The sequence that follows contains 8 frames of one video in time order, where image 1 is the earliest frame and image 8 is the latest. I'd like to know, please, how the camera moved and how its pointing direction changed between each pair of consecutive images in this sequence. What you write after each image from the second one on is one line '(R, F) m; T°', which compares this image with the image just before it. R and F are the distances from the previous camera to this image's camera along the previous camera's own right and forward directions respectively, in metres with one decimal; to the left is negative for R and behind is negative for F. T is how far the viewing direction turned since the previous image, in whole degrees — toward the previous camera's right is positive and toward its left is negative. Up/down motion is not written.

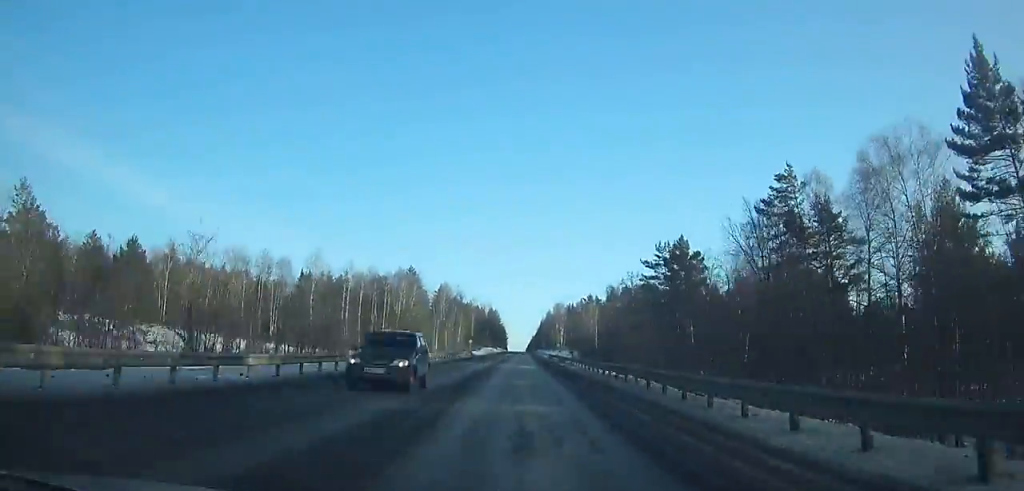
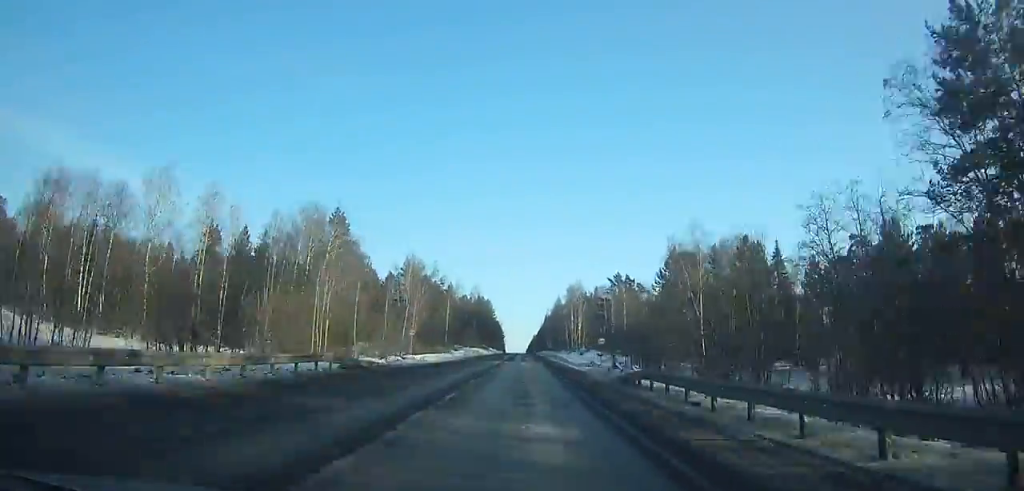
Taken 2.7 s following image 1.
(+0.1, +61.6) m; 0°
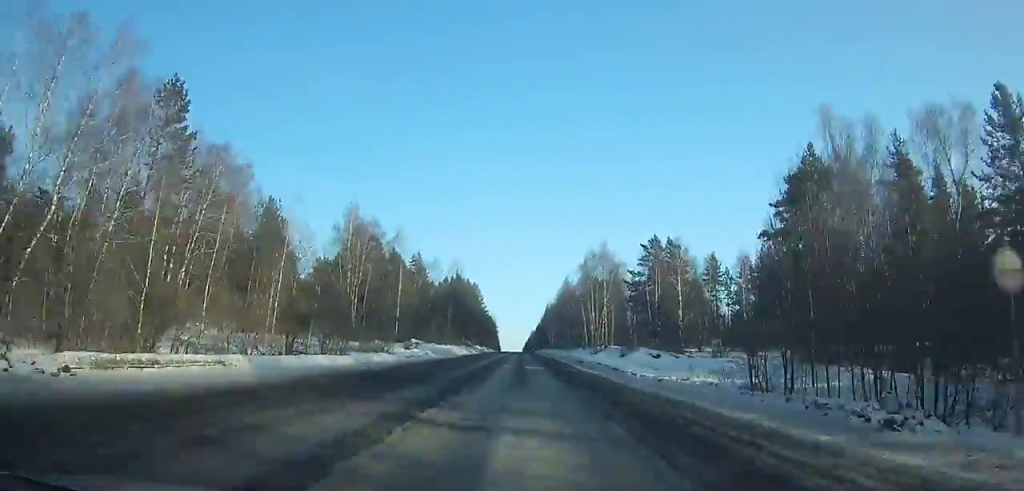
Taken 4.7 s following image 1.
(0.0, +45.2) m; 0°
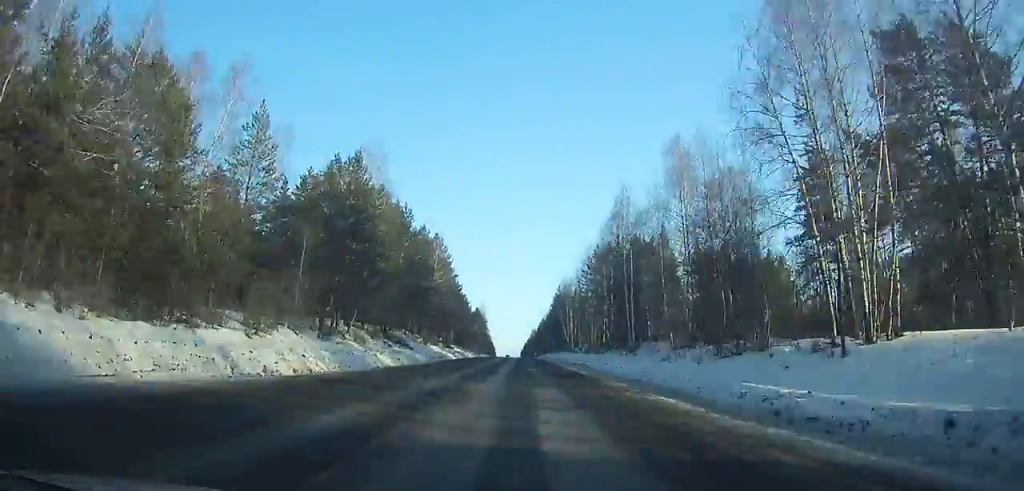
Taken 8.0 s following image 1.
(+0.2, +73.4) m; 0°
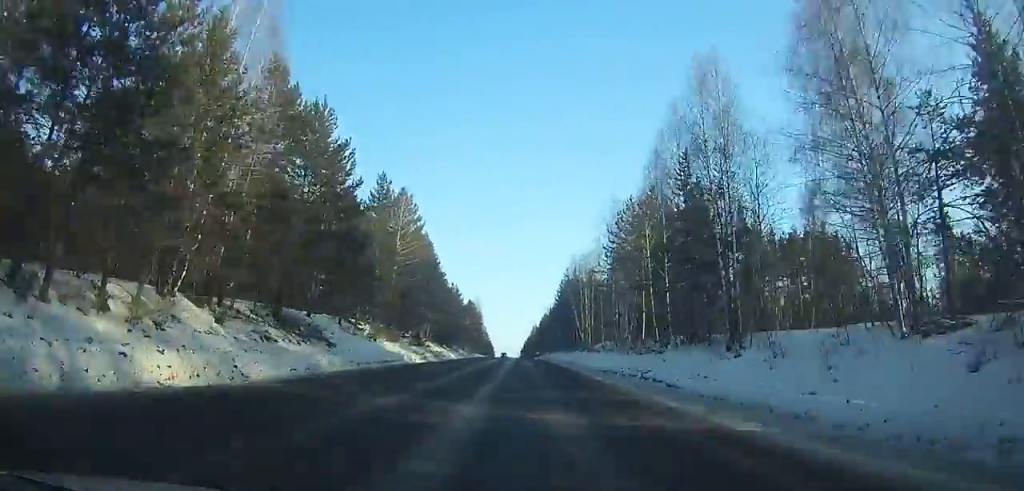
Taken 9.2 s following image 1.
(0.0, +26.3) m; 0°
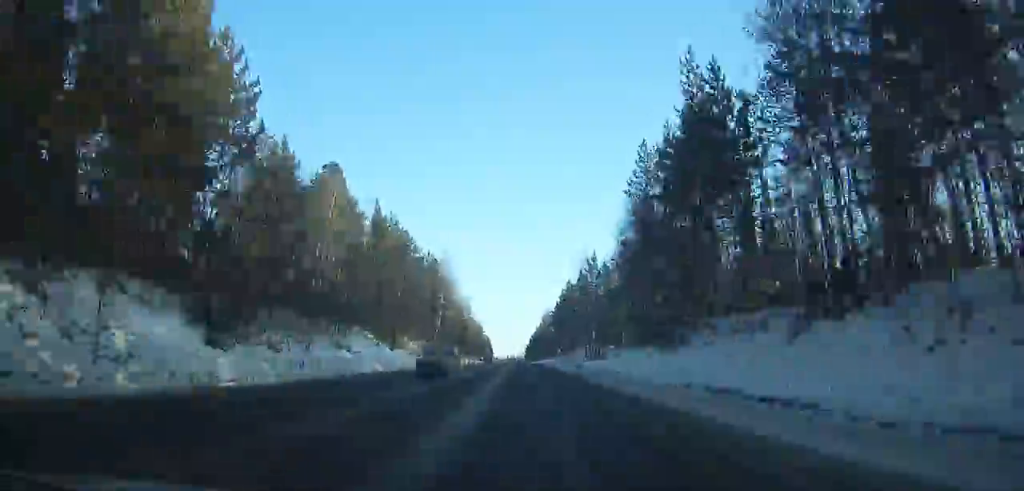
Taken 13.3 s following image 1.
(-0.5, +88.7) m; -1°
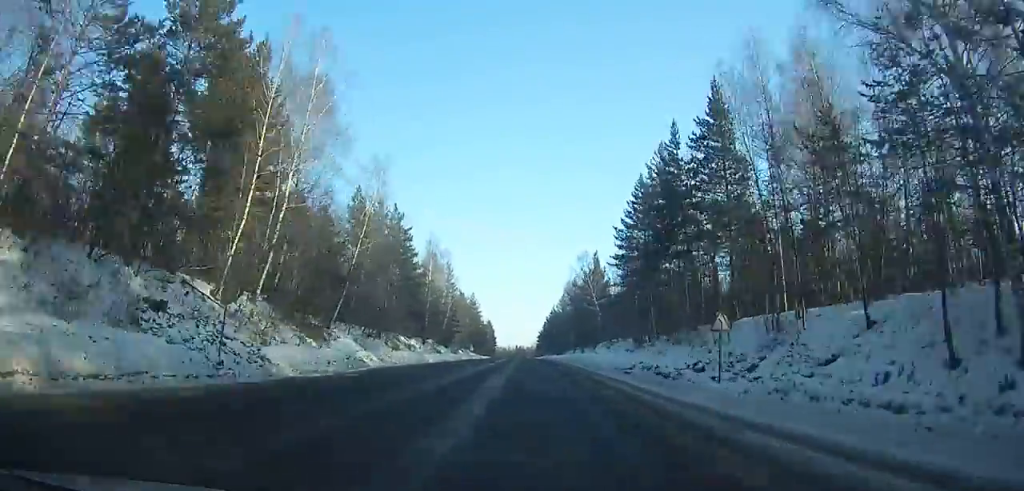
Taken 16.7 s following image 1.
(+0.1, +72.8) m; +10°
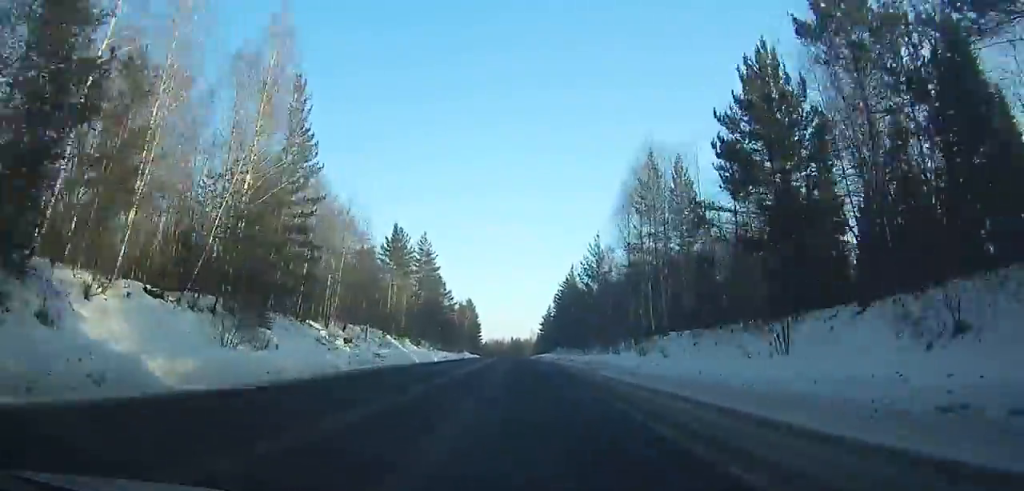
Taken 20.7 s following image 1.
(+0.9, +73.3) m; -12°
